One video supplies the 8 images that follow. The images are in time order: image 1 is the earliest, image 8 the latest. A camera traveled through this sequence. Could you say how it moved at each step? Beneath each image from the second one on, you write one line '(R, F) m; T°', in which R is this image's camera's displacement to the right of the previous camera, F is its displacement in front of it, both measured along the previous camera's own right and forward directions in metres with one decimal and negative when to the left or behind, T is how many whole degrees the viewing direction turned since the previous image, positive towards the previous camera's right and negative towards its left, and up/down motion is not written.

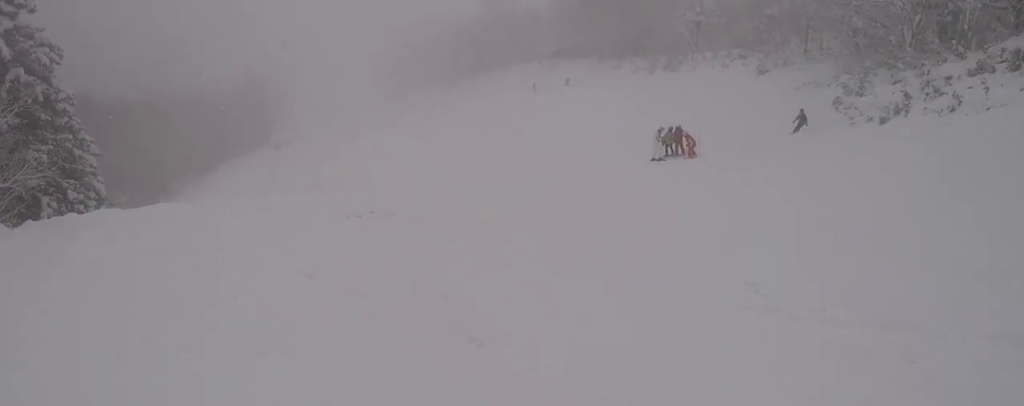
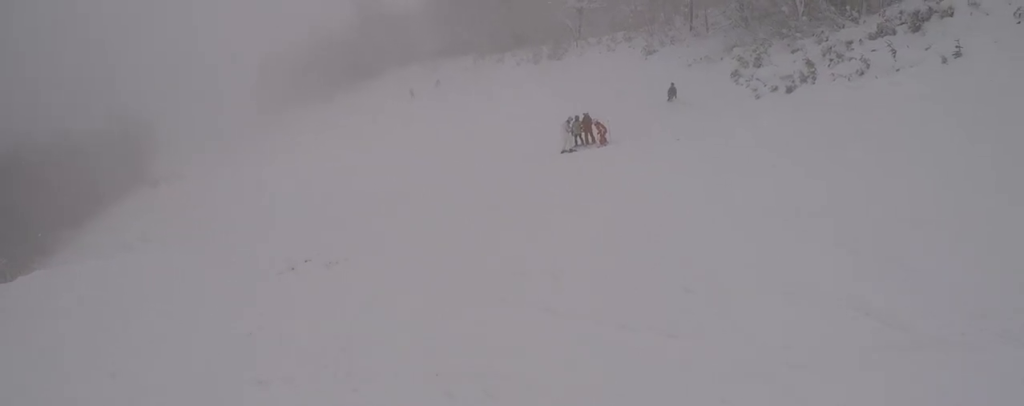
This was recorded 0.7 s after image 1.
(+0.1, +1.9) m; +9°
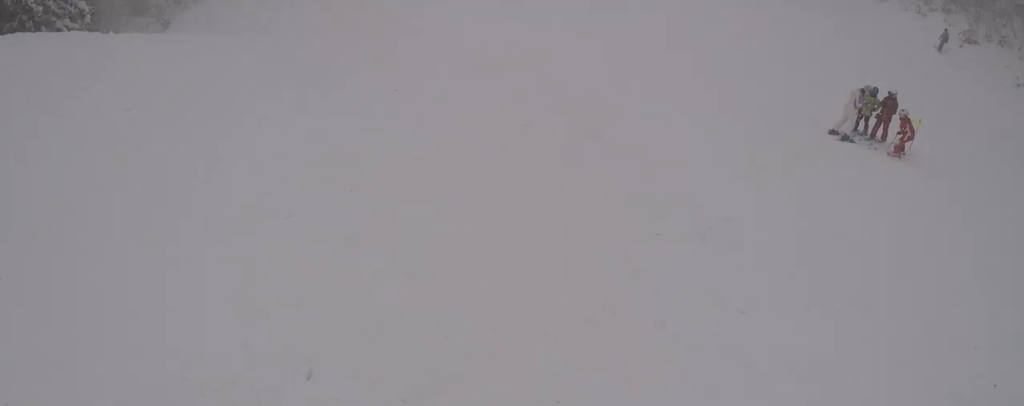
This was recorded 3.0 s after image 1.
(+3.2, +7.8) m; +4°
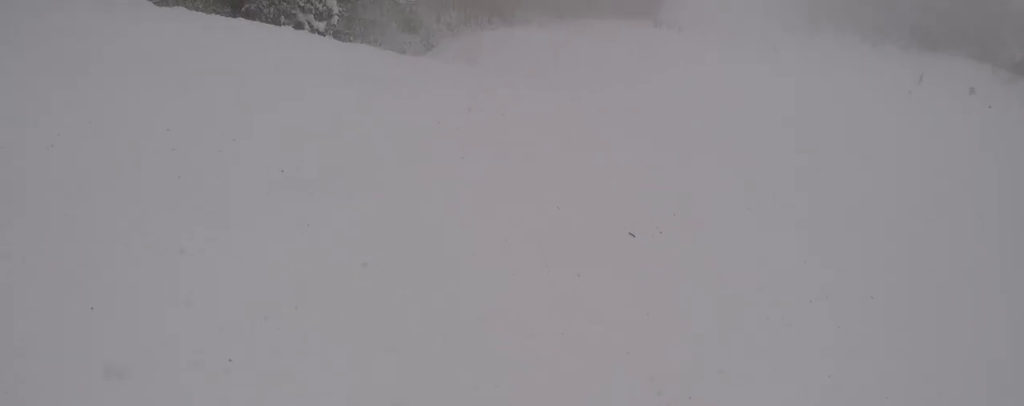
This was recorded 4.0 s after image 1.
(-1.9, +3.3) m; -27°
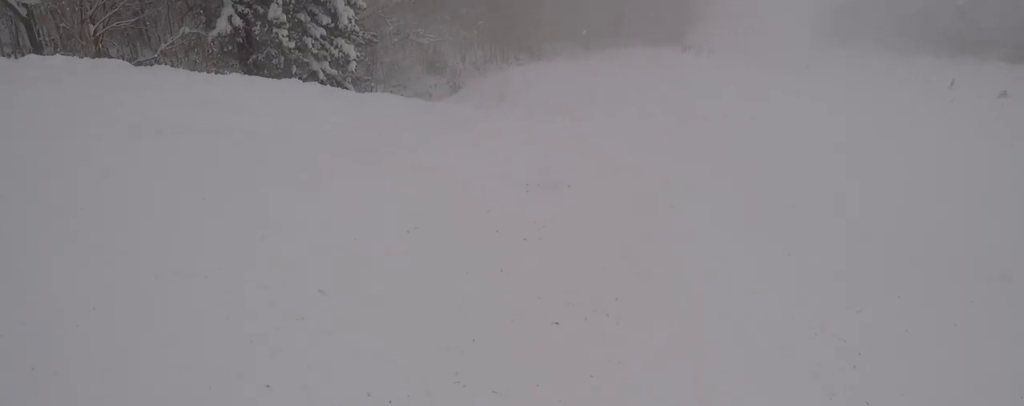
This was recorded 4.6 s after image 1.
(-0.3, +3.0) m; +5°
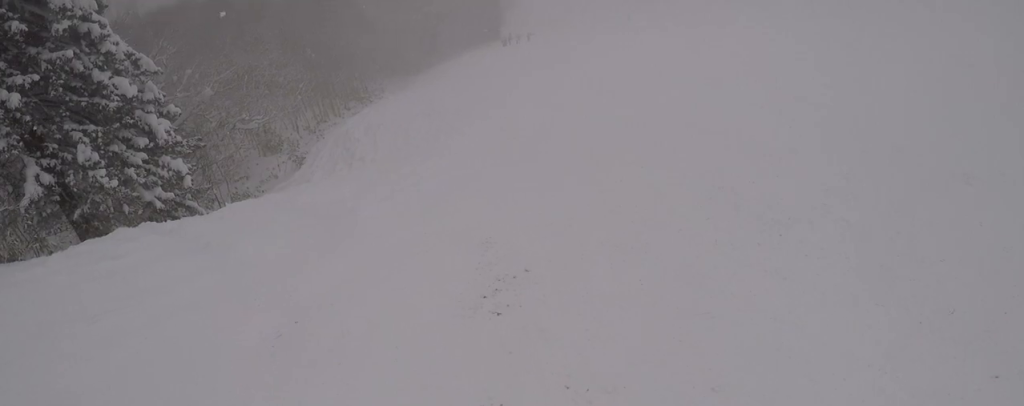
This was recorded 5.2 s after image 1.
(+0.3, +3.0) m; +21°
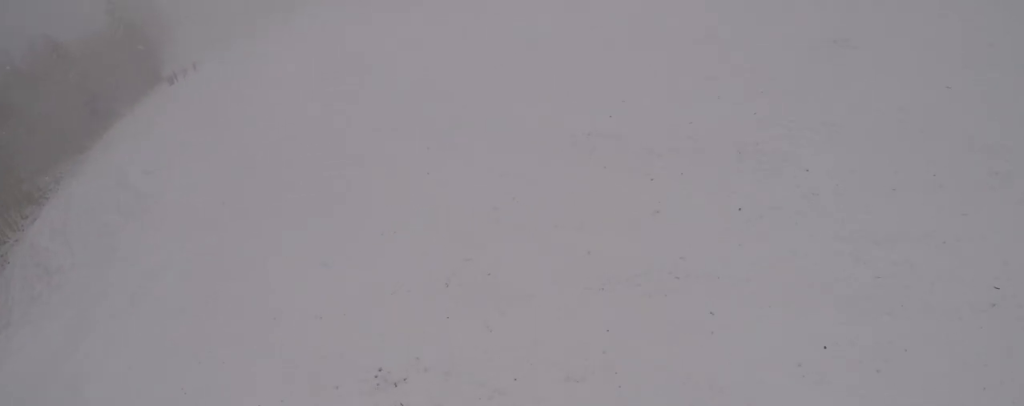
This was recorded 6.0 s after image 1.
(+1.4, +4.4) m; +23°
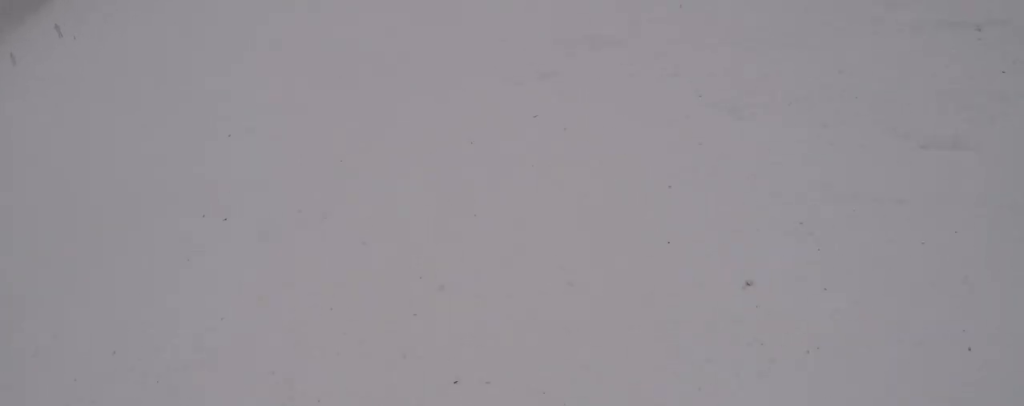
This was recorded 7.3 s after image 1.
(+1.8, +8.2) m; +22°
